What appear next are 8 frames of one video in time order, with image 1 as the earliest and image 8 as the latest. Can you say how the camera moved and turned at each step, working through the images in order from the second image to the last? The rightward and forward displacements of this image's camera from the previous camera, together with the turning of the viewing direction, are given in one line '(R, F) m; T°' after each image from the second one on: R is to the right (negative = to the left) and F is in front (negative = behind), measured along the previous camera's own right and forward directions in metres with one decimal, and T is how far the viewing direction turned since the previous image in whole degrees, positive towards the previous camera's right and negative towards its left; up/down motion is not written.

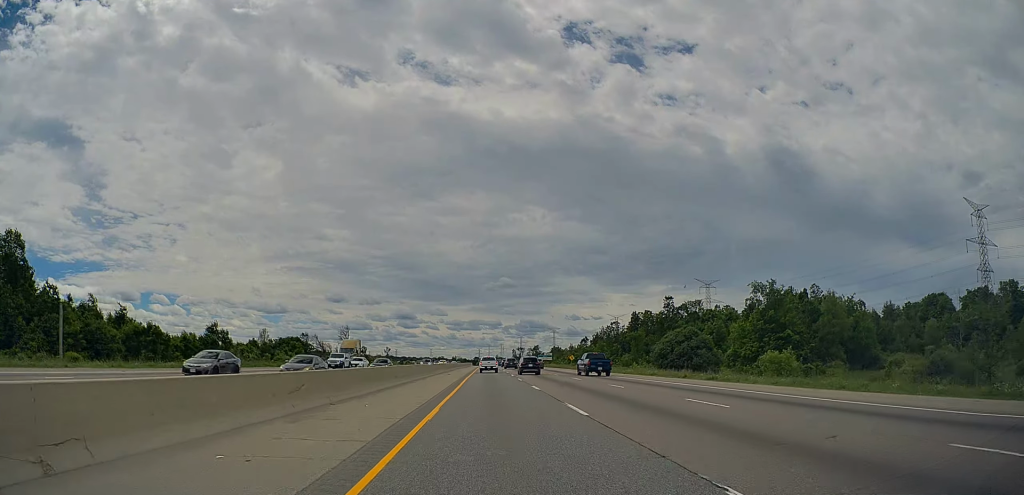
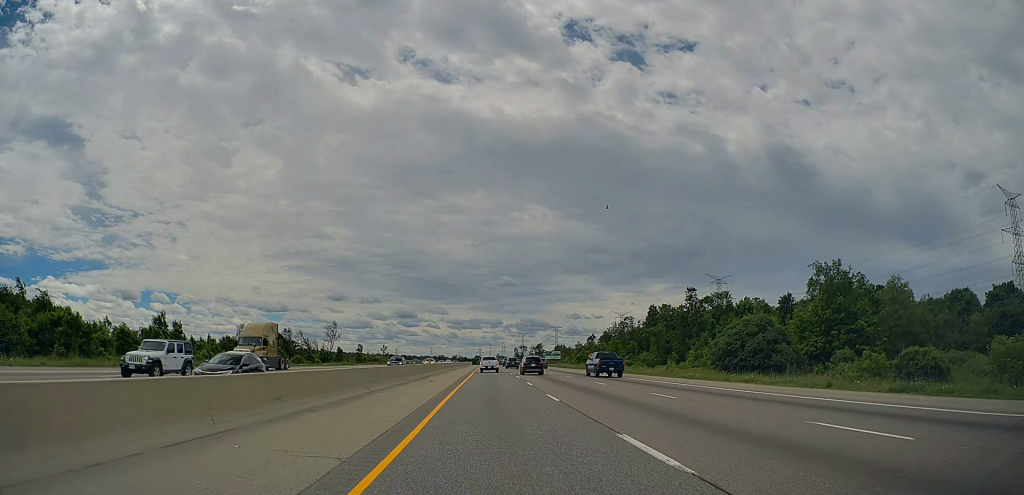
(-0.1, +19.4) m; 0°
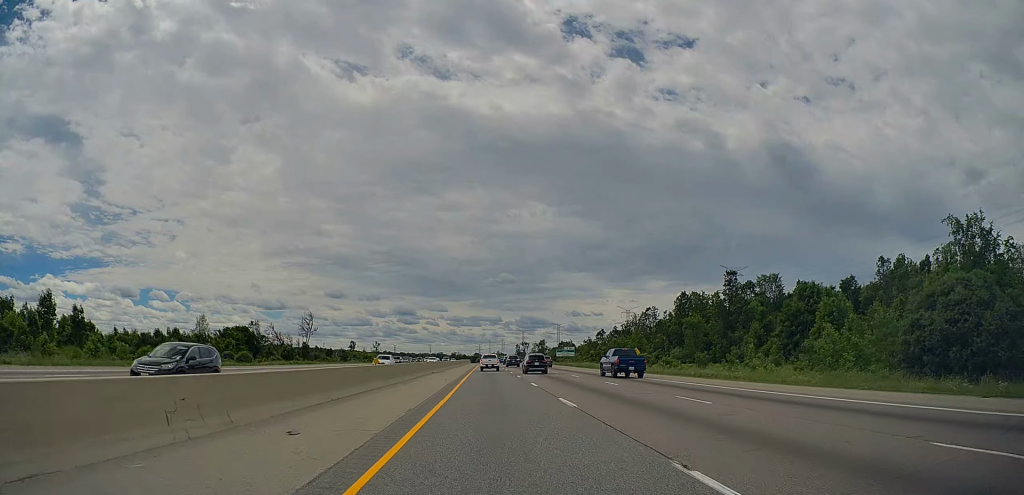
(+0.5, +27.3) m; 0°
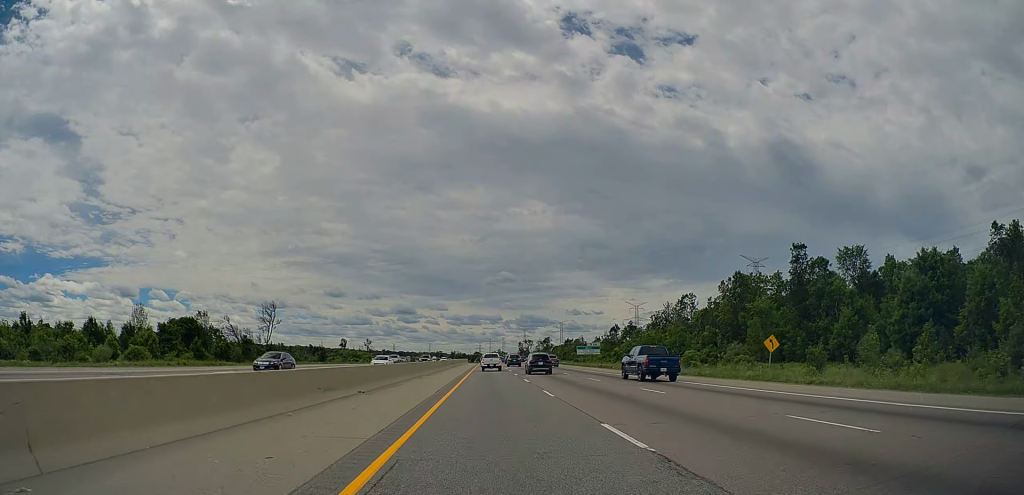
(-0.4, +31.8) m; -1°
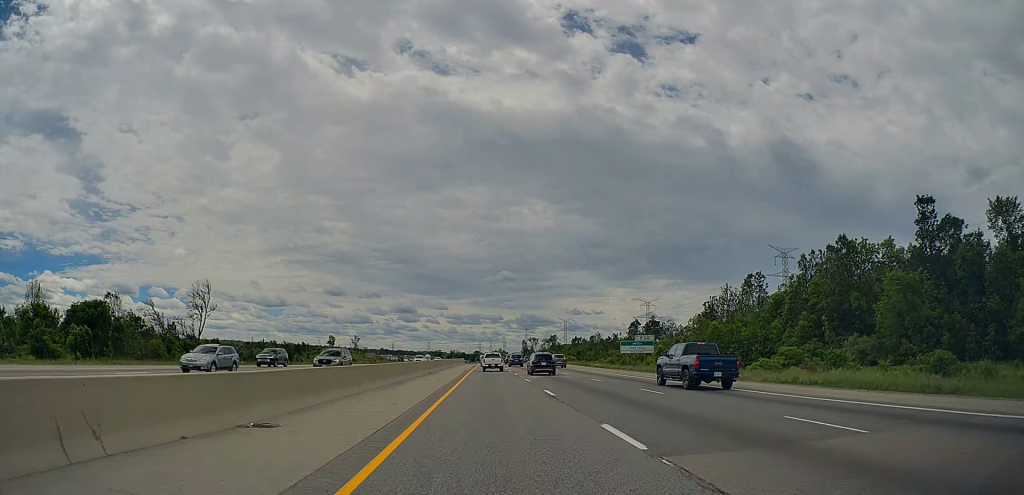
(-0.1, +36.0) m; -1°
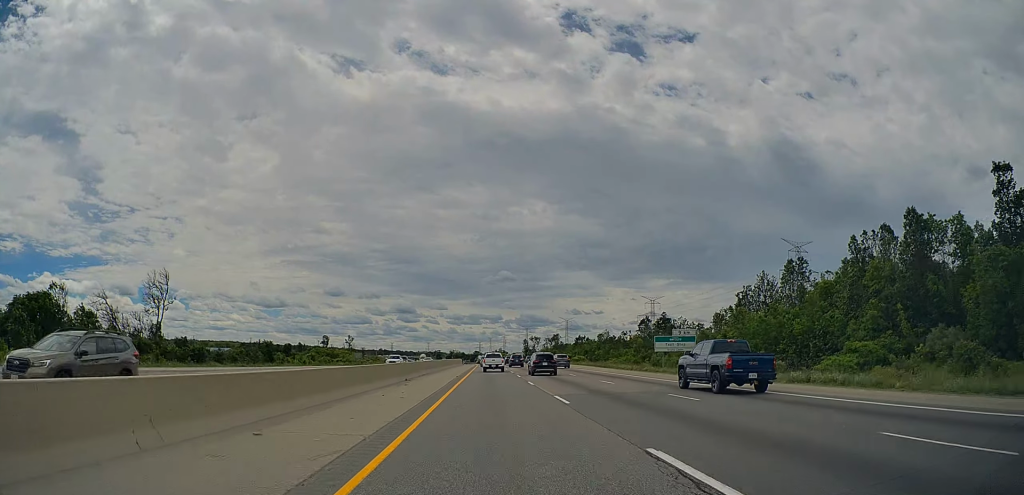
(-0.3, +15.5) m; 0°
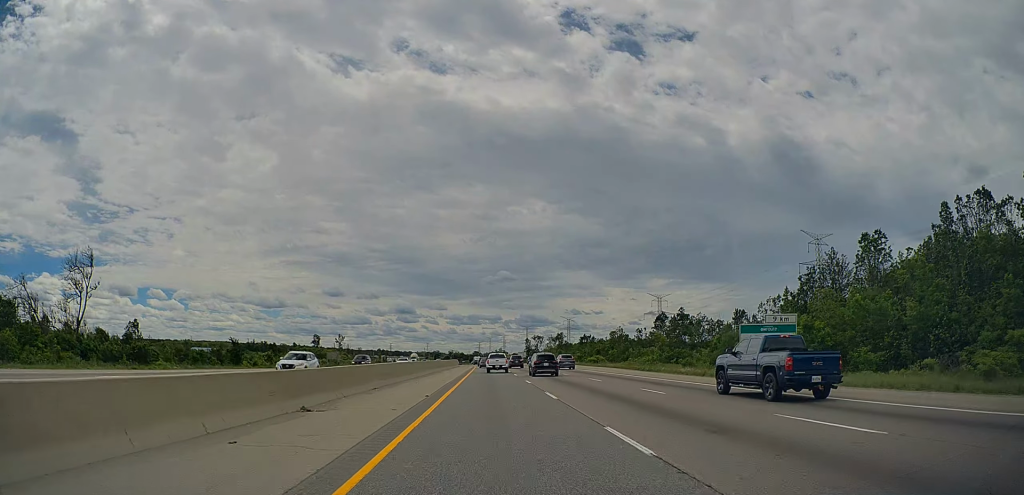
(-0.3, +21.0) m; 0°
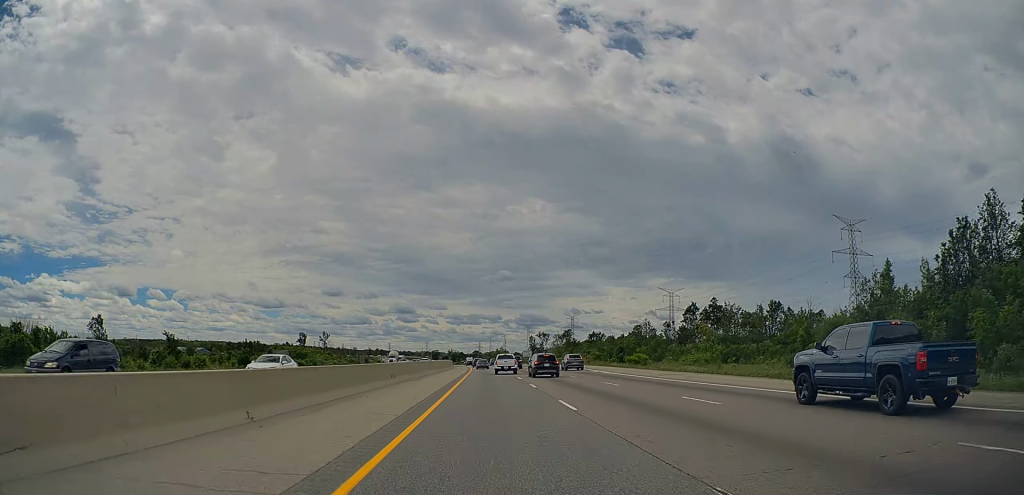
(+0.8, +29.7) m; +1°
